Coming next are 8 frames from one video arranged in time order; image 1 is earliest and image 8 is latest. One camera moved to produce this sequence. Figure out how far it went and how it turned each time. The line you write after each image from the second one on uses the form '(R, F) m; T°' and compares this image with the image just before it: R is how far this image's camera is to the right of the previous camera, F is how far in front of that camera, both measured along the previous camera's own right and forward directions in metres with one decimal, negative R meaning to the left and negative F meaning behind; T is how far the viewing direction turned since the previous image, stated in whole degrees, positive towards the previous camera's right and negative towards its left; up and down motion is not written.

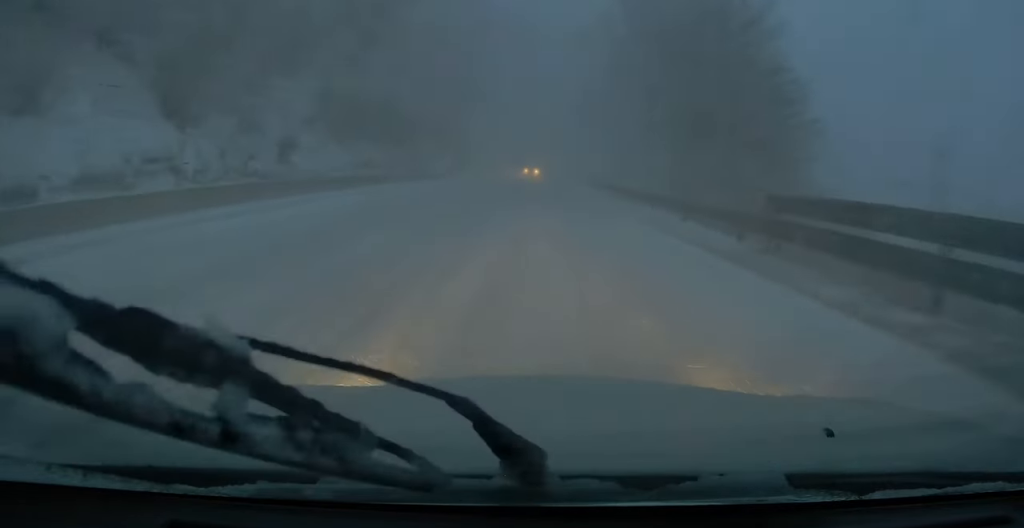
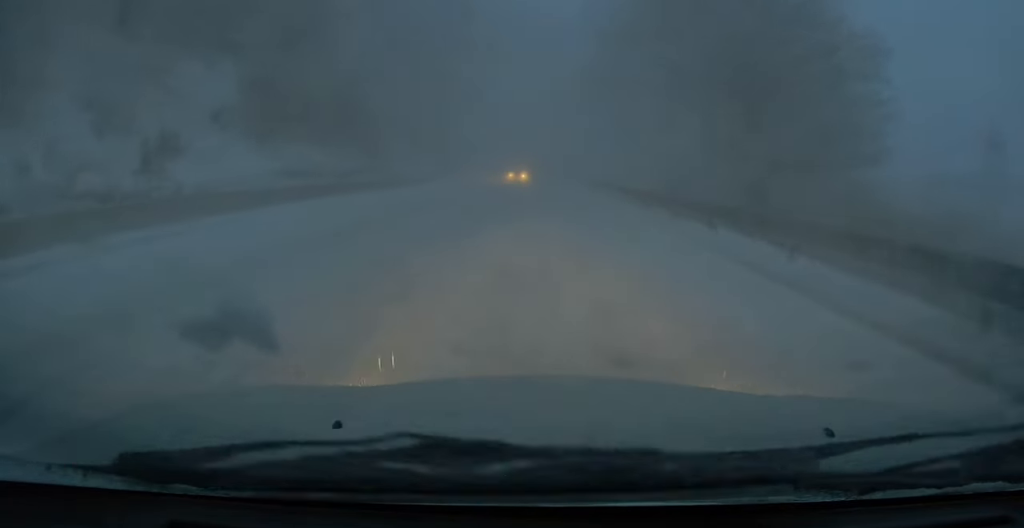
(0.0, +5.6) m; 0°
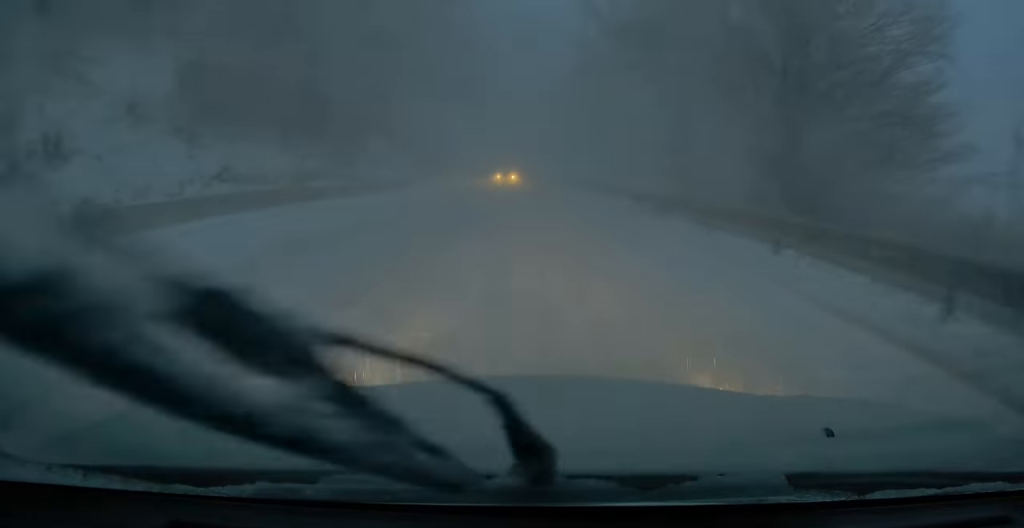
(0.0, +3.0) m; 0°
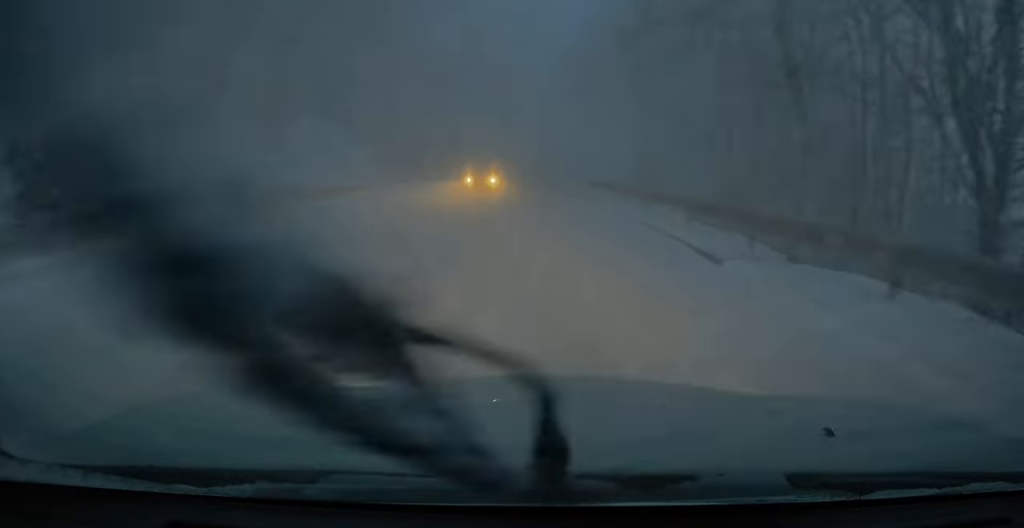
(0.0, +10.0) m; +2°
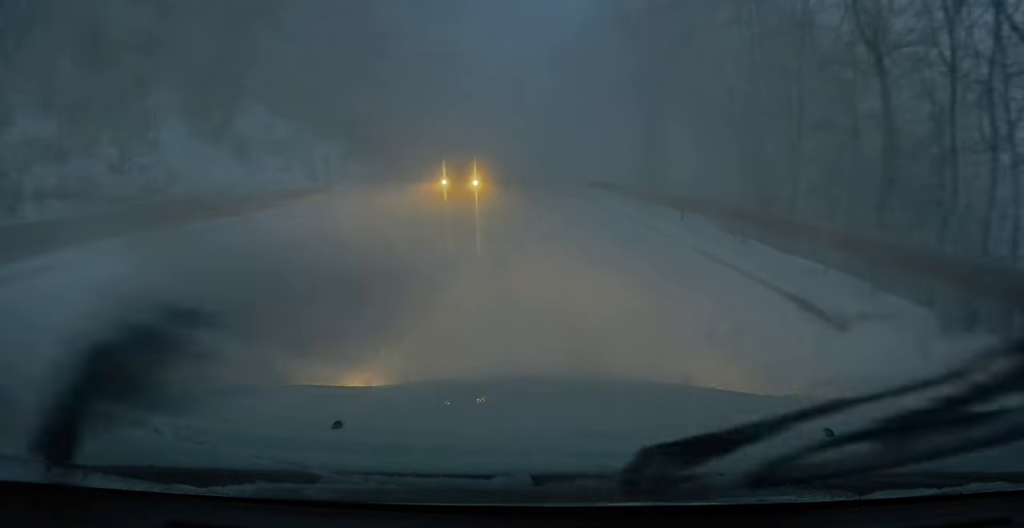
(+0.1, +3.8) m; 0°
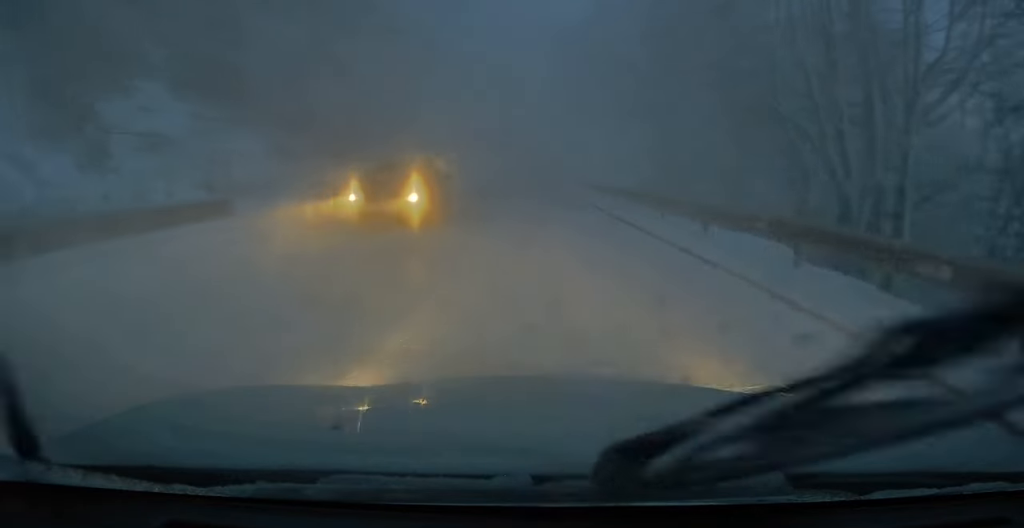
(+0.2, +6.3) m; -1°
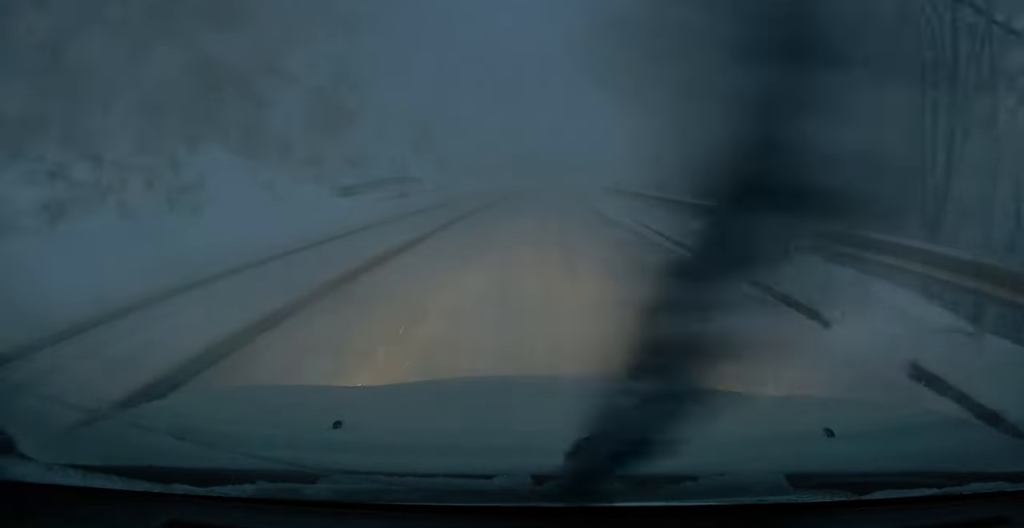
(-0.5, +16.0) m; 0°
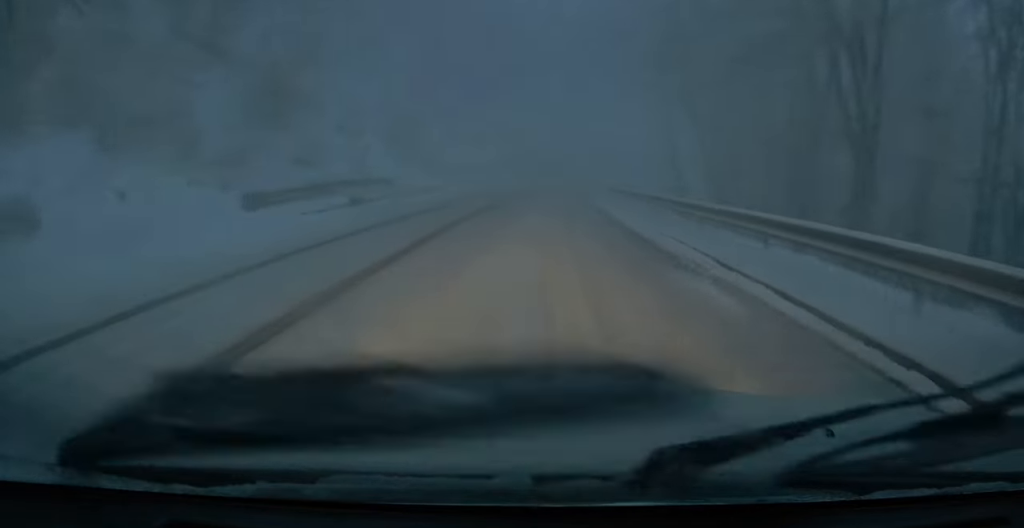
(+0.2, +7.4) m; +1°
